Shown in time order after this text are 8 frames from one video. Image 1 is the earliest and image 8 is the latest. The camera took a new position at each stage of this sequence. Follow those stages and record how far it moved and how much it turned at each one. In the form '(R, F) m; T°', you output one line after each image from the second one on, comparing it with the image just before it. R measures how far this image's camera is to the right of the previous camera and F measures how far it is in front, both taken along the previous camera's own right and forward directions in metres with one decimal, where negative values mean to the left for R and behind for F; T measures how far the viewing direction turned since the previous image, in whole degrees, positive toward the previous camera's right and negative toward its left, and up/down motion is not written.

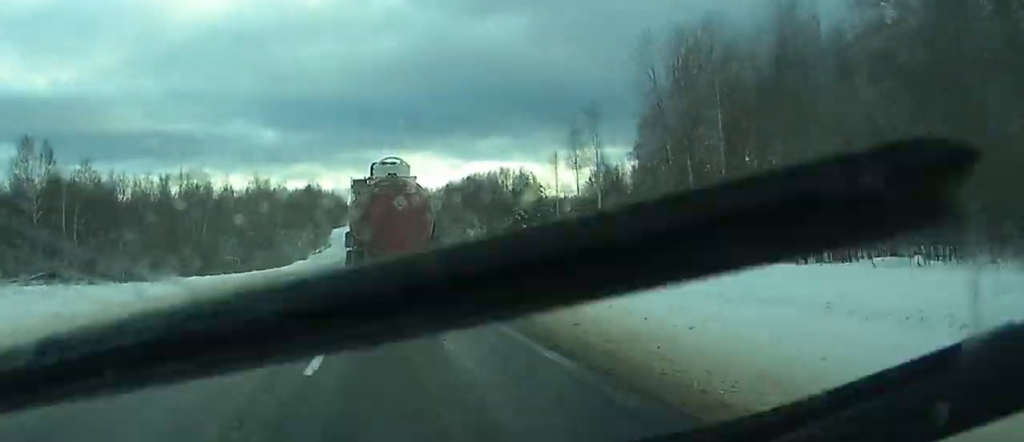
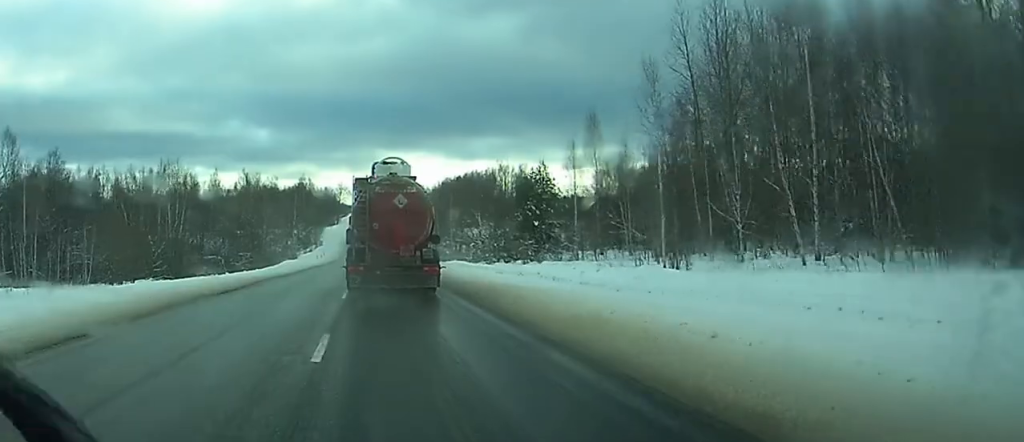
(0.0, +11.3) m; 0°
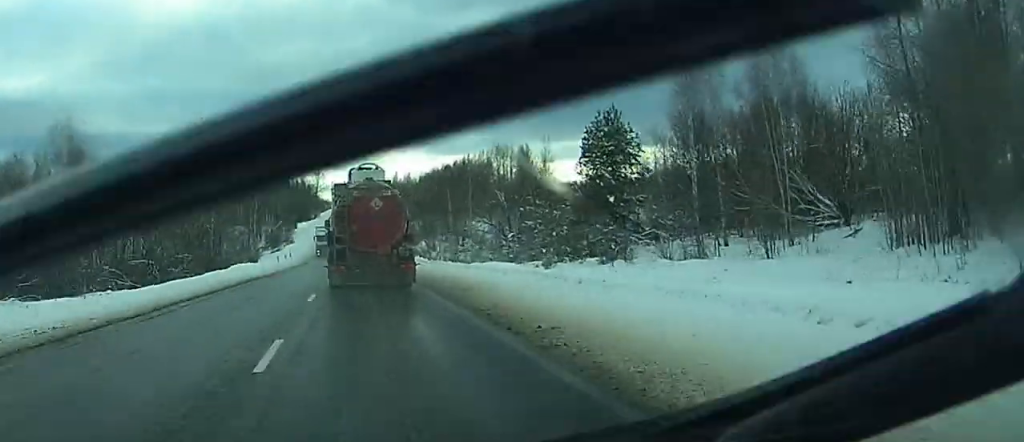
(0.0, +36.6) m; 0°
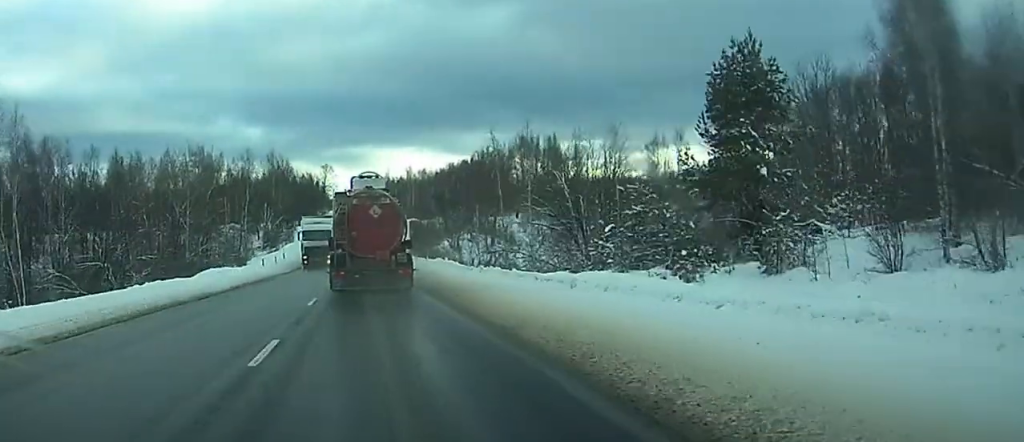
(0.0, +23.1) m; 0°
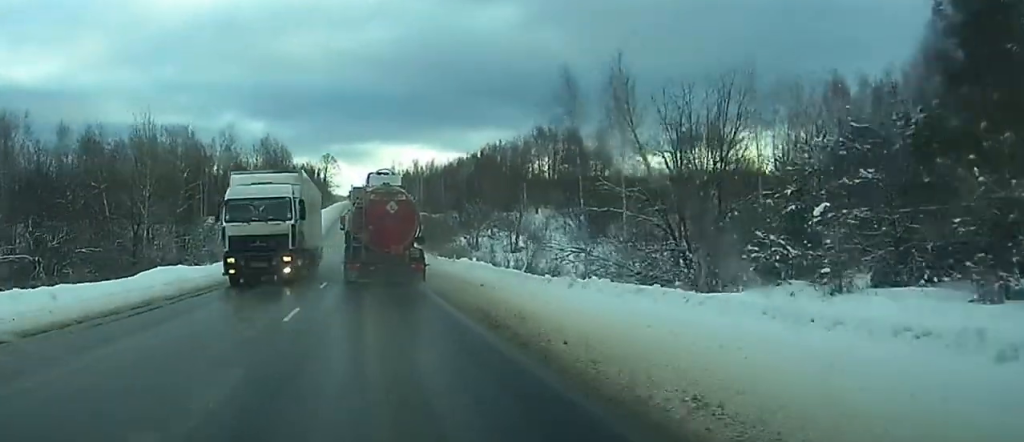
(0.0, +19.3) m; 0°
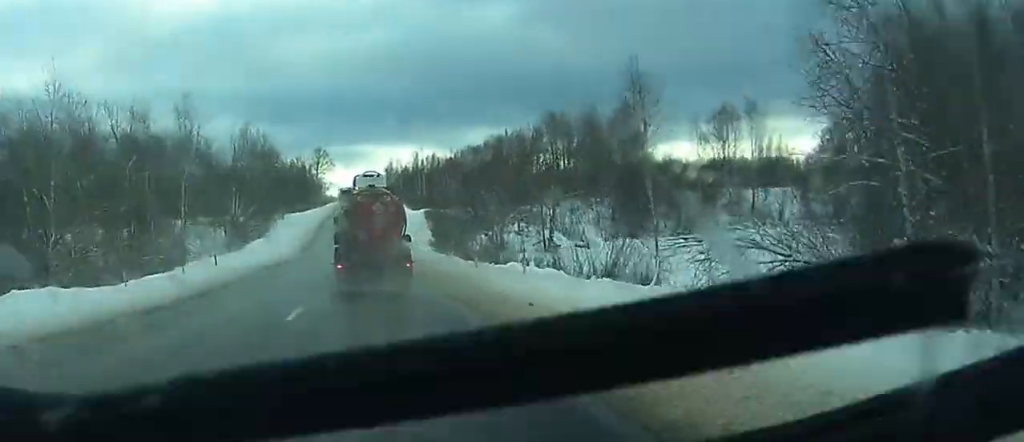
(0.0, +22.2) m; 0°
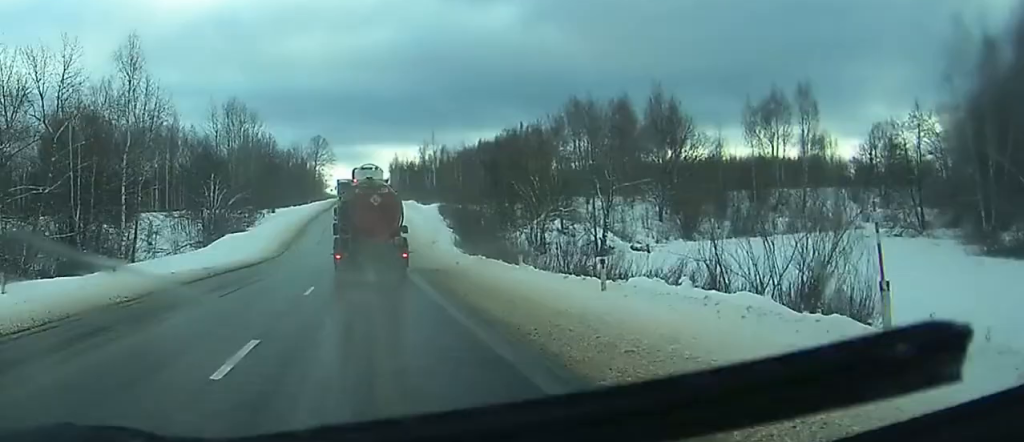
(0.0, +19.6) m; 0°
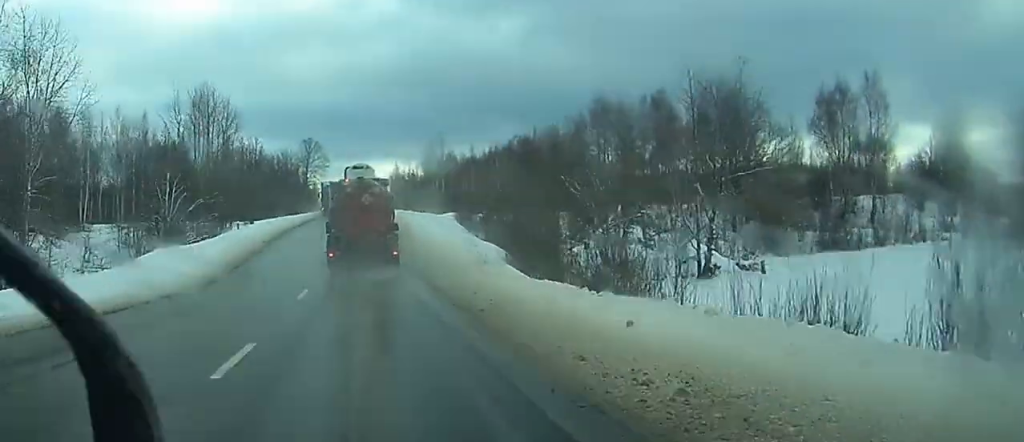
(0.0, +22.9) m; 0°
